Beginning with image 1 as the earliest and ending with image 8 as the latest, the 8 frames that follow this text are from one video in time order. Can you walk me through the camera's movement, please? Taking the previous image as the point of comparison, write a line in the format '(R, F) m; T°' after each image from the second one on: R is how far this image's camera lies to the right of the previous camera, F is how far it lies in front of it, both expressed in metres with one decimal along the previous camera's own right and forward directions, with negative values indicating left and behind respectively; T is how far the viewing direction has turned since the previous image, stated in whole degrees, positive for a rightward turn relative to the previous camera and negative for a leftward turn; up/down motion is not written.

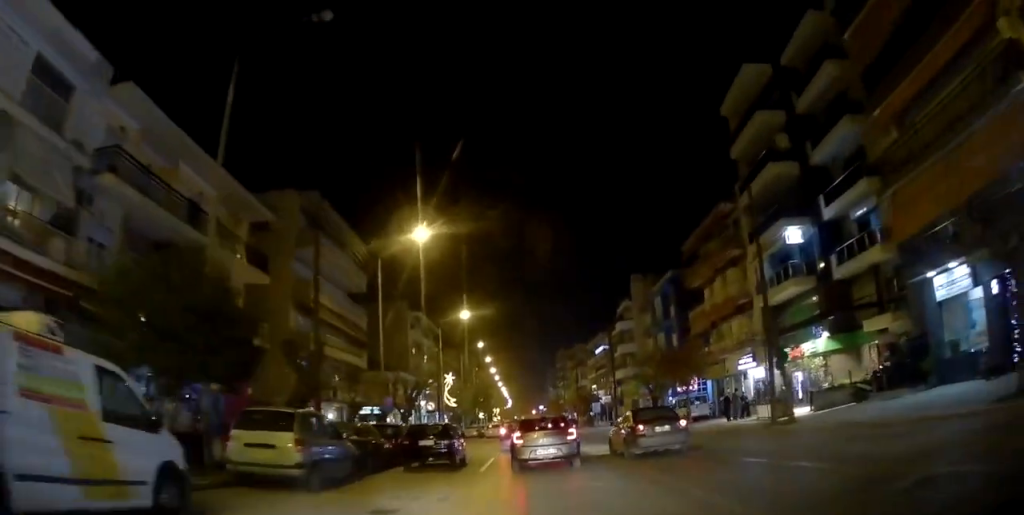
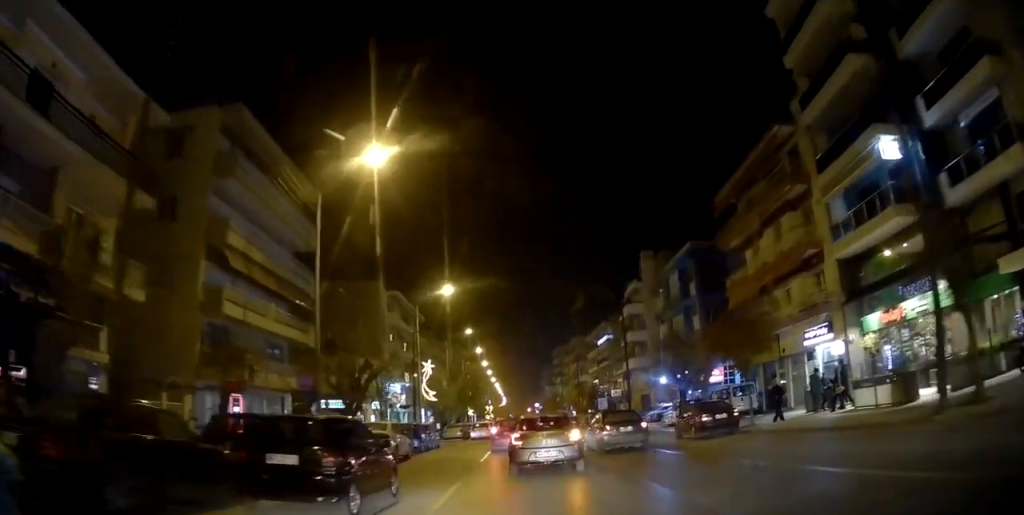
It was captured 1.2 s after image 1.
(-0.2, +10.2) m; 0°
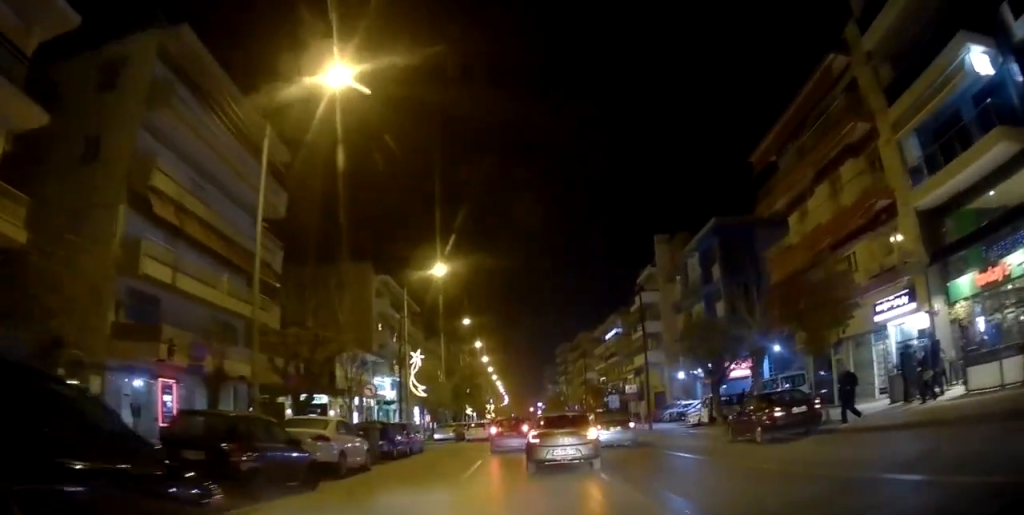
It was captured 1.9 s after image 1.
(0.0, +6.1) m; +1°
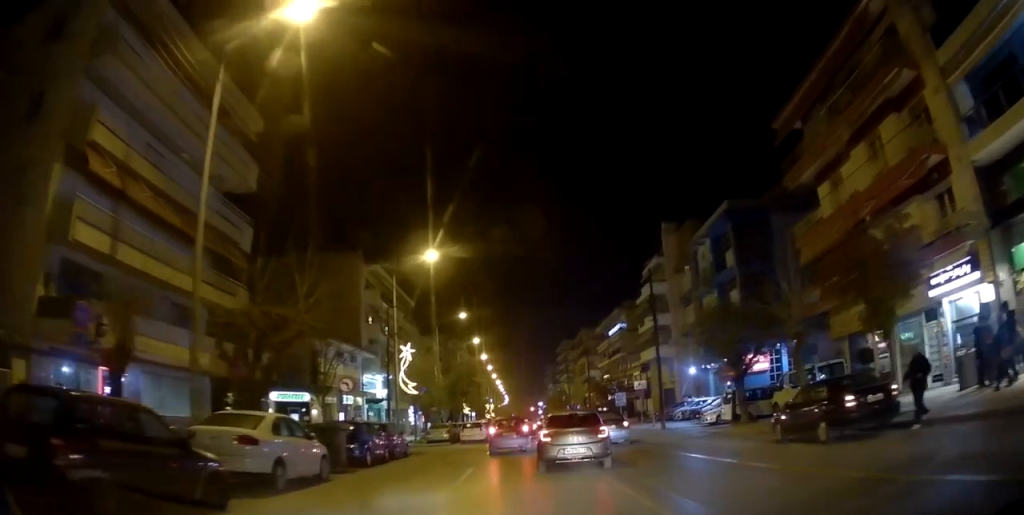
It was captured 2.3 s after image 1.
(+0.2, +3.6) m; -1°
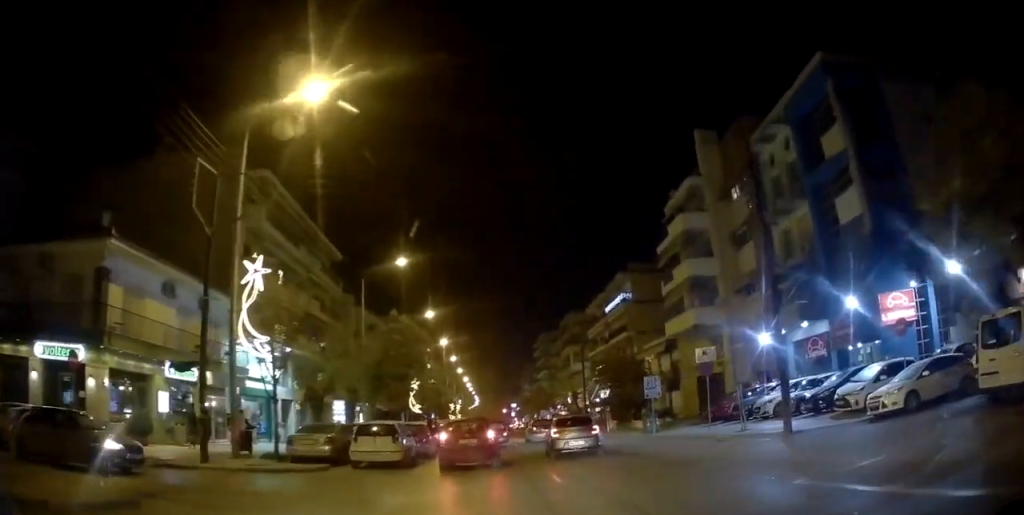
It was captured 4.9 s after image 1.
(-0.2, +20.8) m; +3°
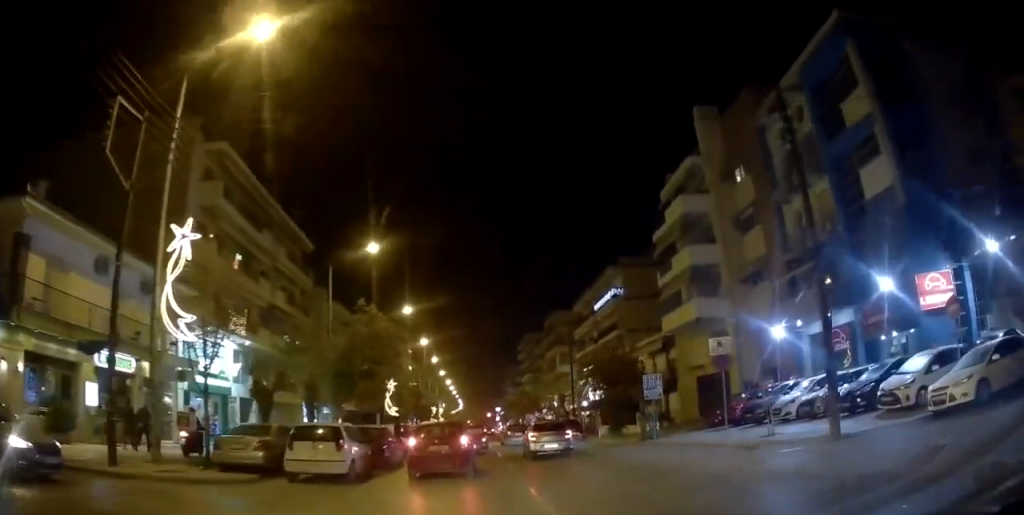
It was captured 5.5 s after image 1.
(+0.2, +3.7) m; 0°
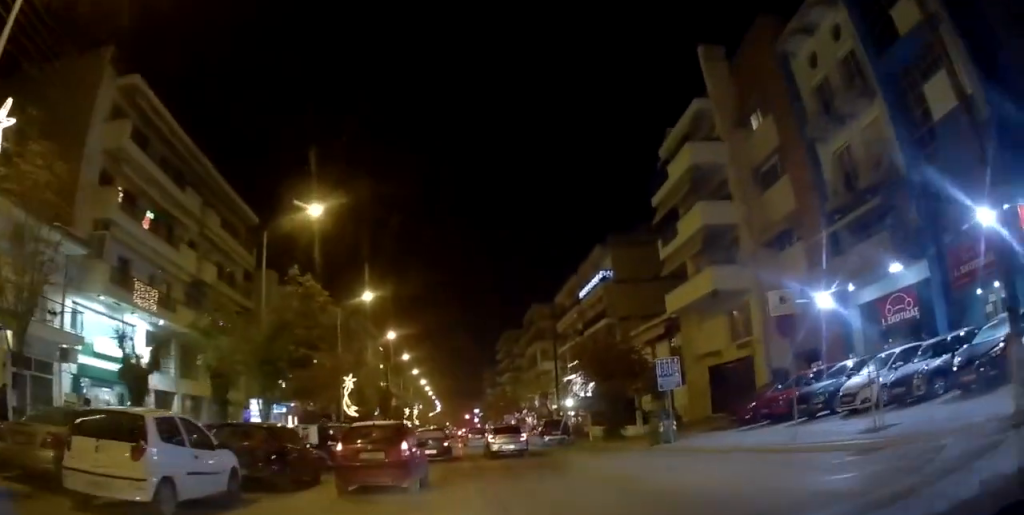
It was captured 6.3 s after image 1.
(-0.1, +6.4) m; +2°
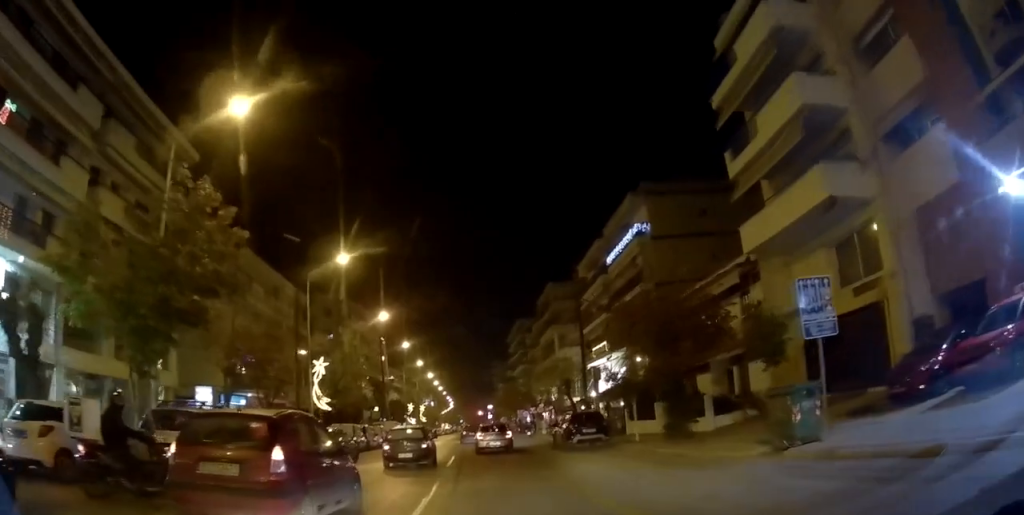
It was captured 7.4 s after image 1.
(+0.4, +9.4) m; +2°
